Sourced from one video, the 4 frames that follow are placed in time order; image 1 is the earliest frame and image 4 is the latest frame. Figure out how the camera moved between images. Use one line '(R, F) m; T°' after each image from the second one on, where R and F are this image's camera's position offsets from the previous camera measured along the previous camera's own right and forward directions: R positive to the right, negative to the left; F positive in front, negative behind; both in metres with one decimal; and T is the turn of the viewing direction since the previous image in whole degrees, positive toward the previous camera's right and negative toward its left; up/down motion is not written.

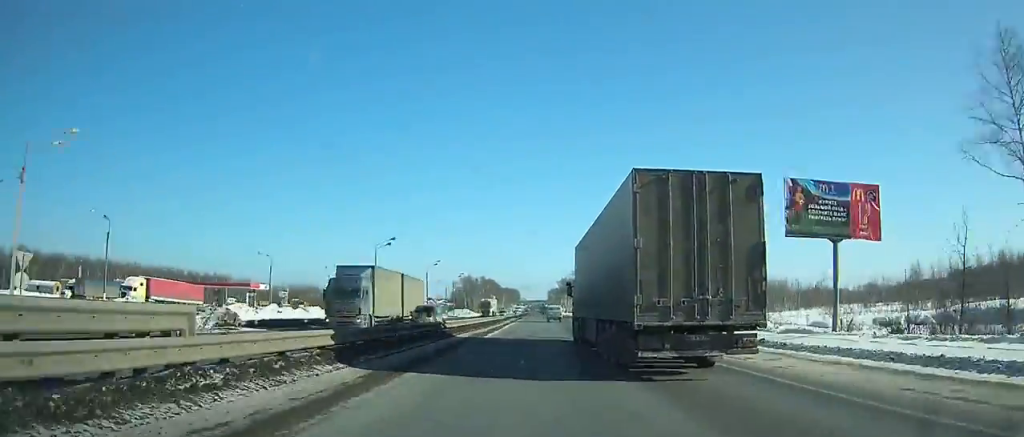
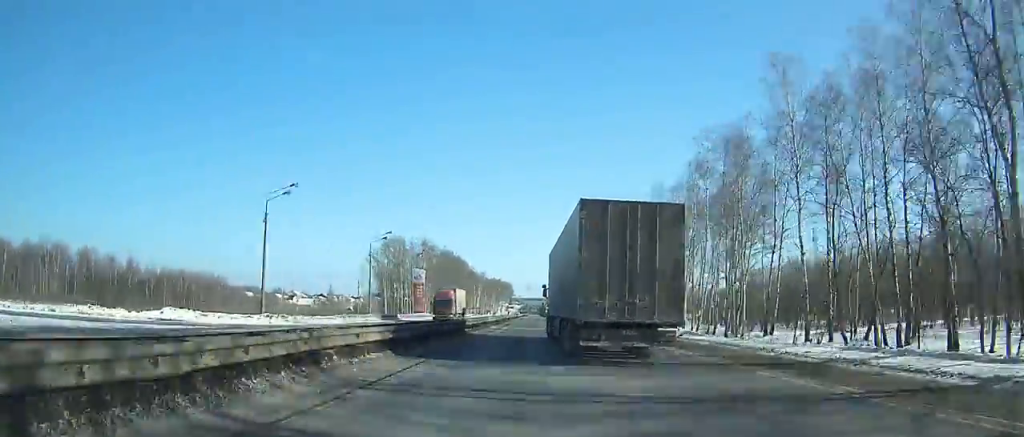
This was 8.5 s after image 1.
(+1.8, +176.9) m; 0°
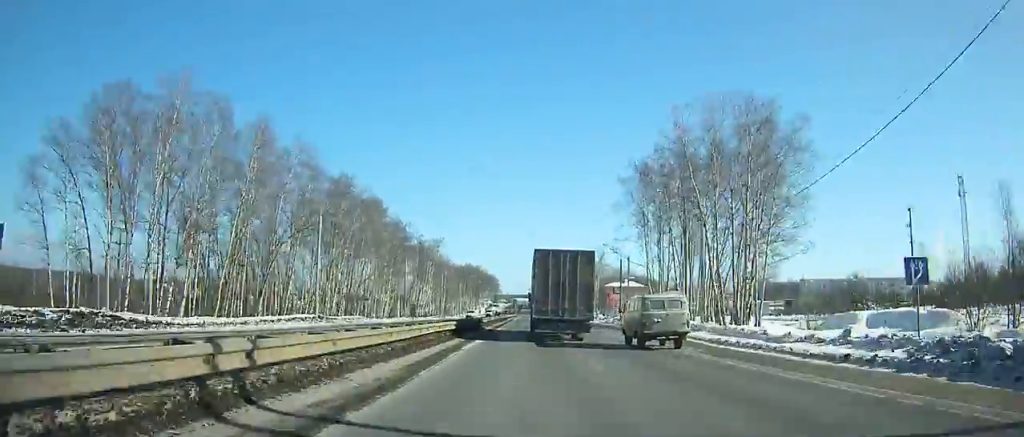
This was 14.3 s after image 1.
(+2.5, +116.5) m; +1°
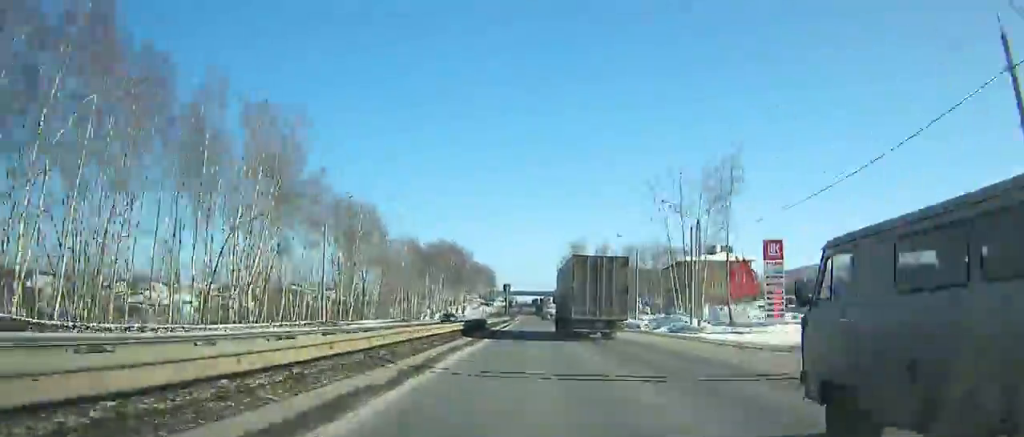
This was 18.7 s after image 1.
(-2.2, +97.3) m; -2°
